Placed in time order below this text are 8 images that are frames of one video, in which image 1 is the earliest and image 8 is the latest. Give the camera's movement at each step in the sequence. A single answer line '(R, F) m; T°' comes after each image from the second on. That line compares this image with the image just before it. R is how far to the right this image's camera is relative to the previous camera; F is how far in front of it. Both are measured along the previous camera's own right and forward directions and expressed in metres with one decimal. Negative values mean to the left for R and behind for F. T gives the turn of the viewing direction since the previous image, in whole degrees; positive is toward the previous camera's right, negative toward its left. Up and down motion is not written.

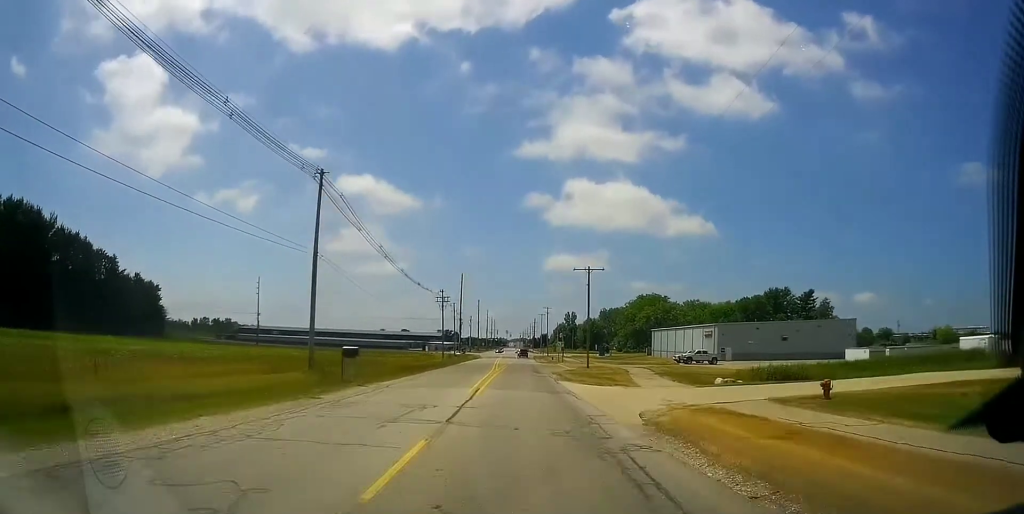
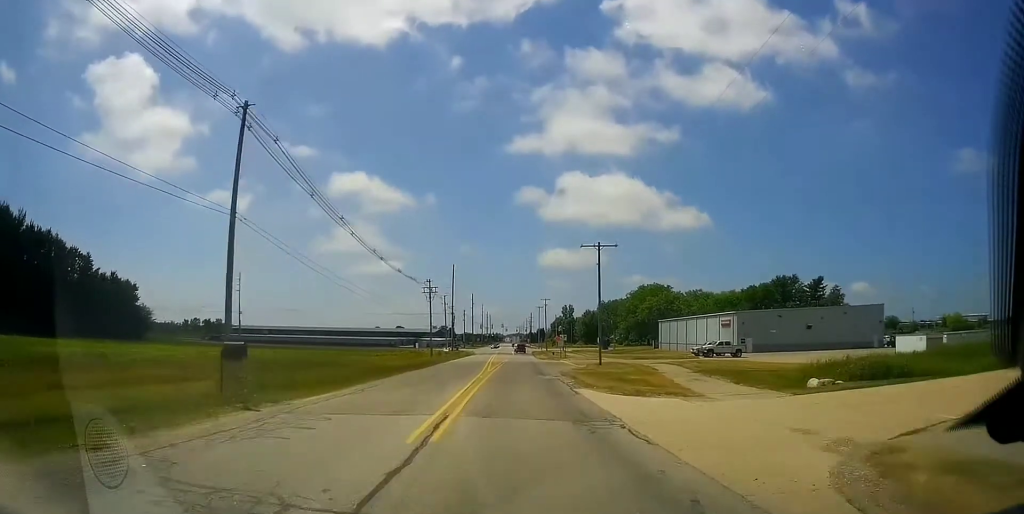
(0.0, +10.3) m; 0°
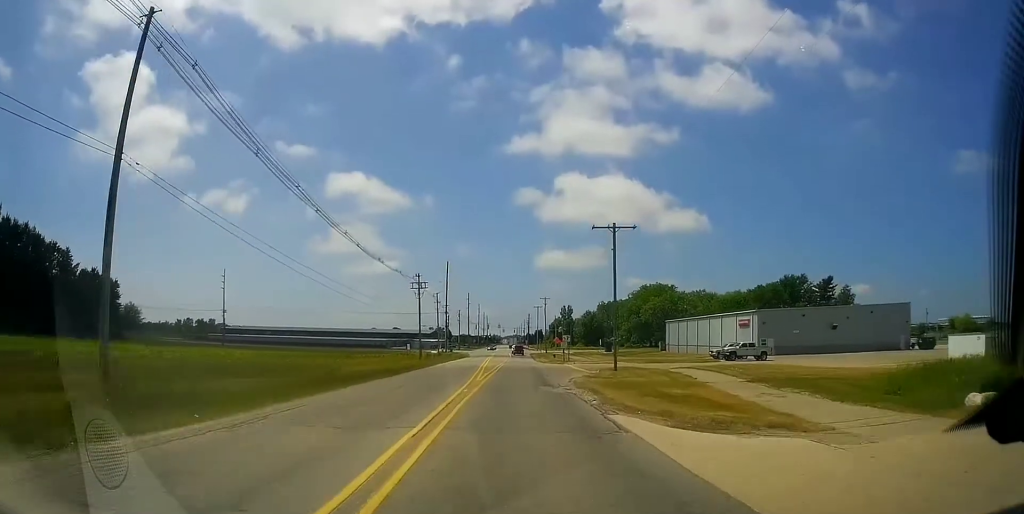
(0.0, +8.5) m; 0°
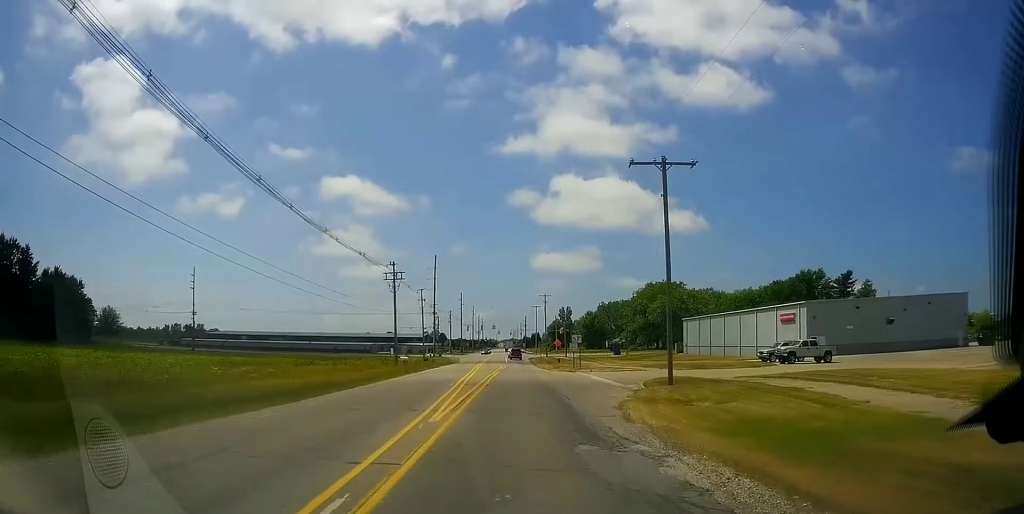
(0.0, +15.3) m; 0°
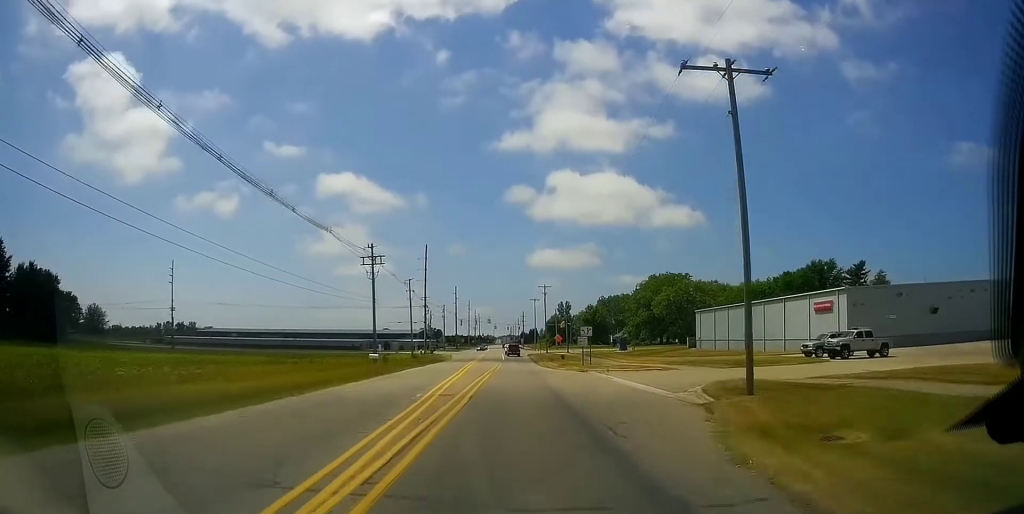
(0.0, +9.1) m; 0°
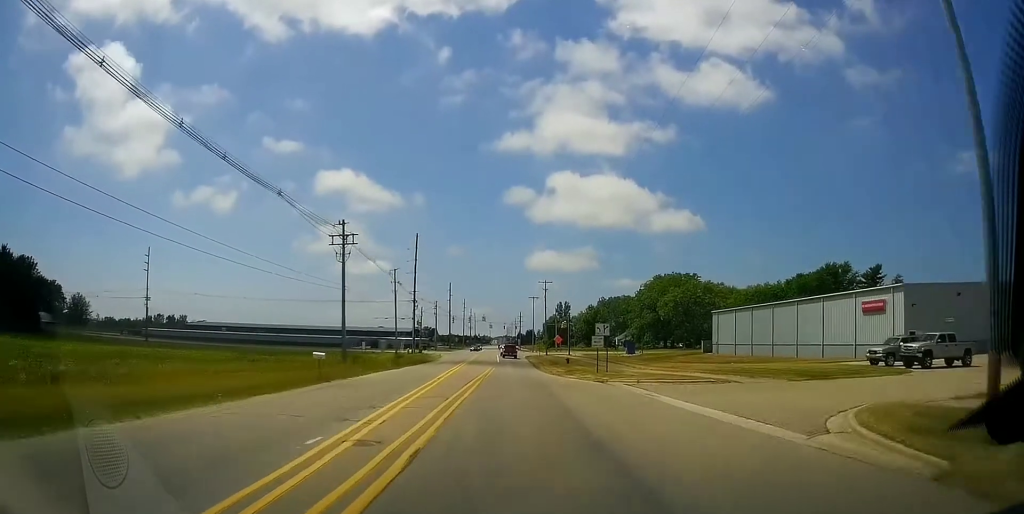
(0.0, +10.3) m; 0°
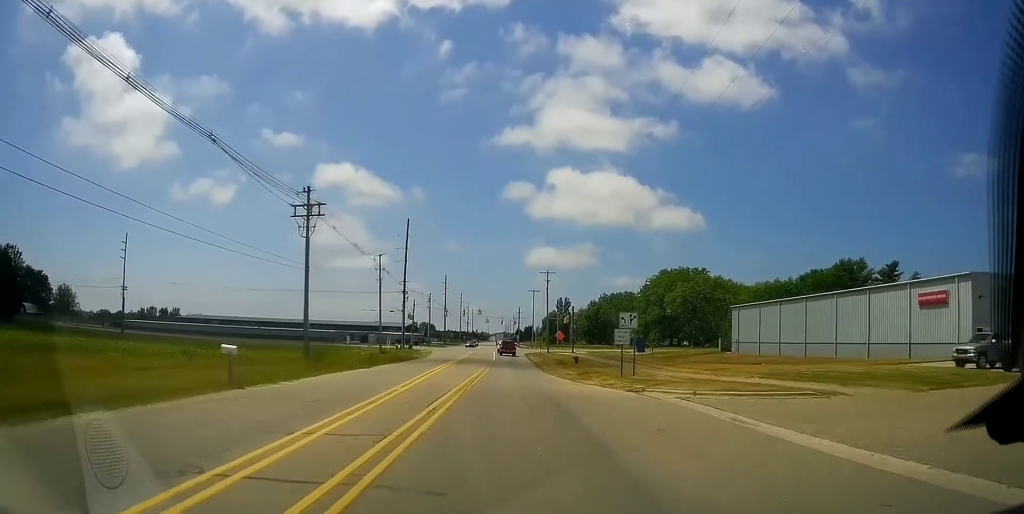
(0.0, +8.8) m; 0°
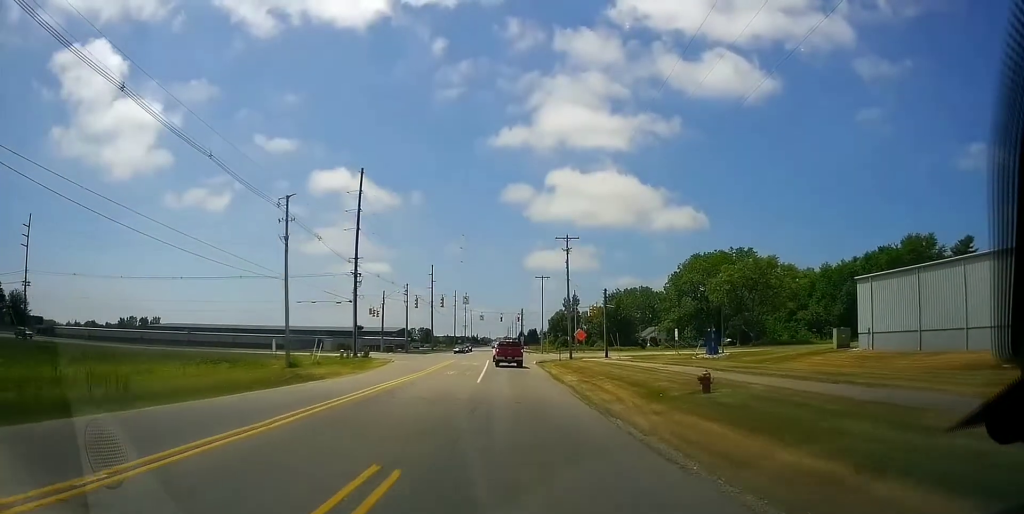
(+0.9, +31.4) m; +3°
